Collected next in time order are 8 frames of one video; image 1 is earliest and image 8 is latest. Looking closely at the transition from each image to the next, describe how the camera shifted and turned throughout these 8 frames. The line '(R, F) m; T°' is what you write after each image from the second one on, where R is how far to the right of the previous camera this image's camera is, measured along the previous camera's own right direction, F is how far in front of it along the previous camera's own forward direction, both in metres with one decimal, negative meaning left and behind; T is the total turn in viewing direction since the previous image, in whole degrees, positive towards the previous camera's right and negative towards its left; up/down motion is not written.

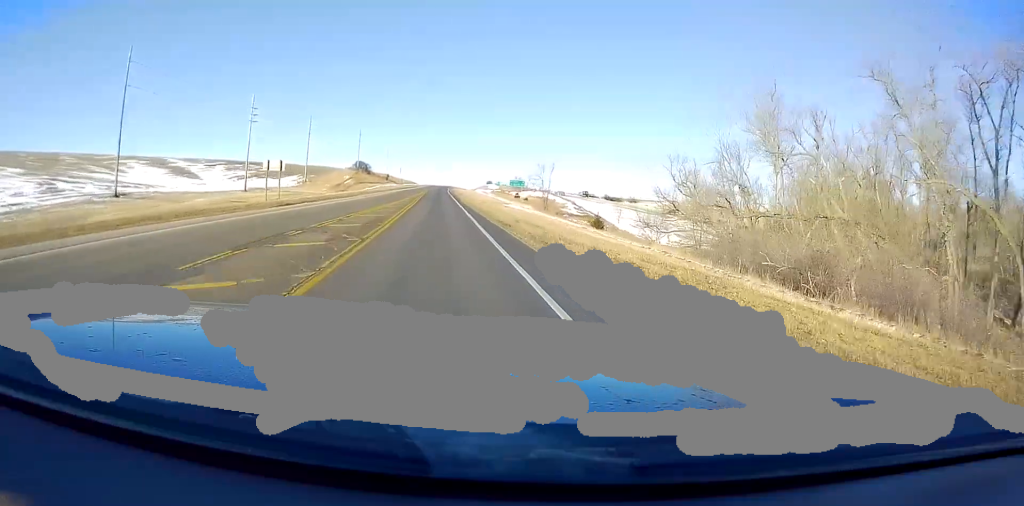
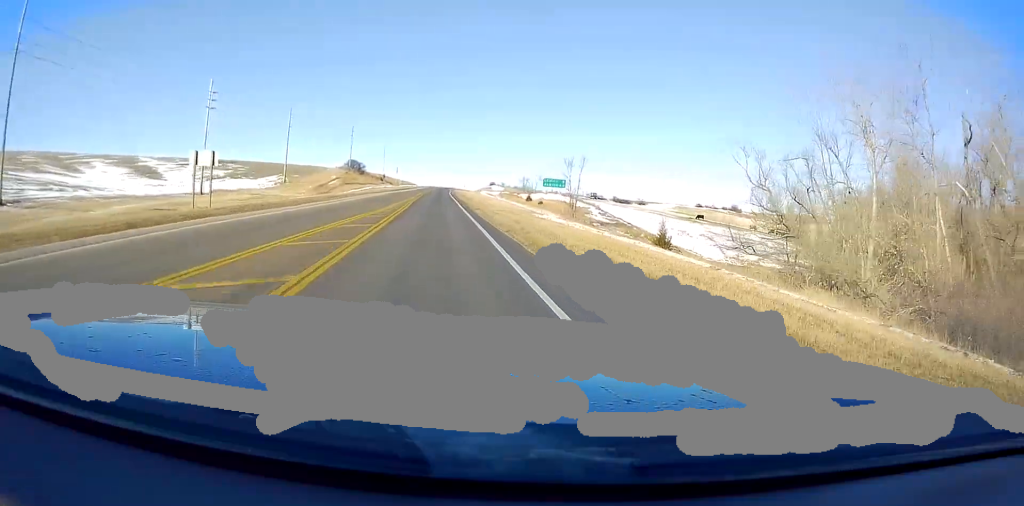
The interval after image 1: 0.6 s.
(-0.3, +18.9) m; -1°
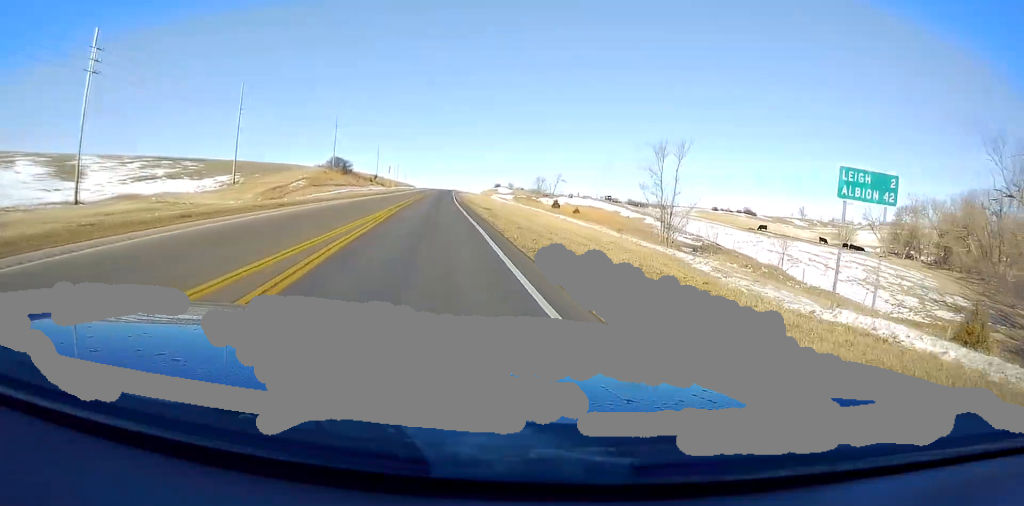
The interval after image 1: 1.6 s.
(-0.1, +30.2) m; 0°
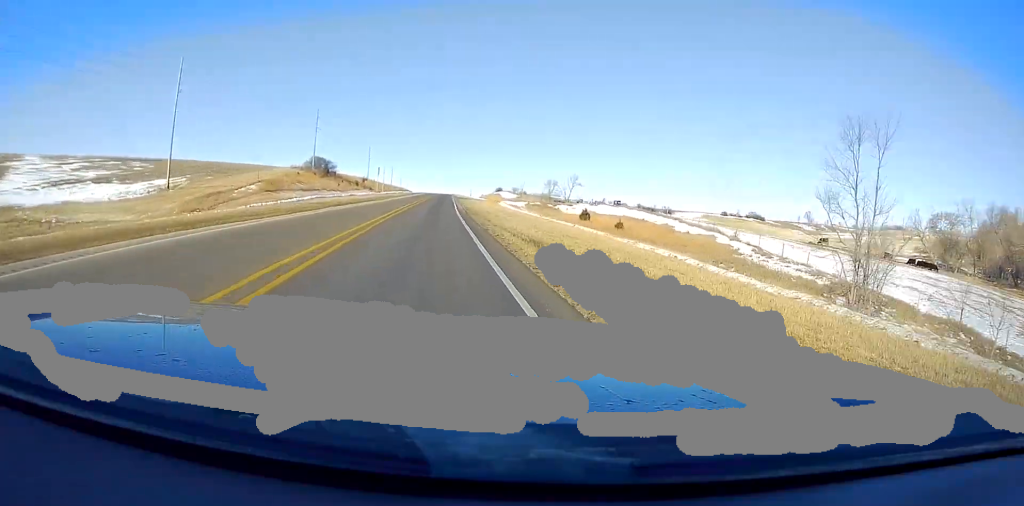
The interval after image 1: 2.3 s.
(0.0, +22.1) m; 0°
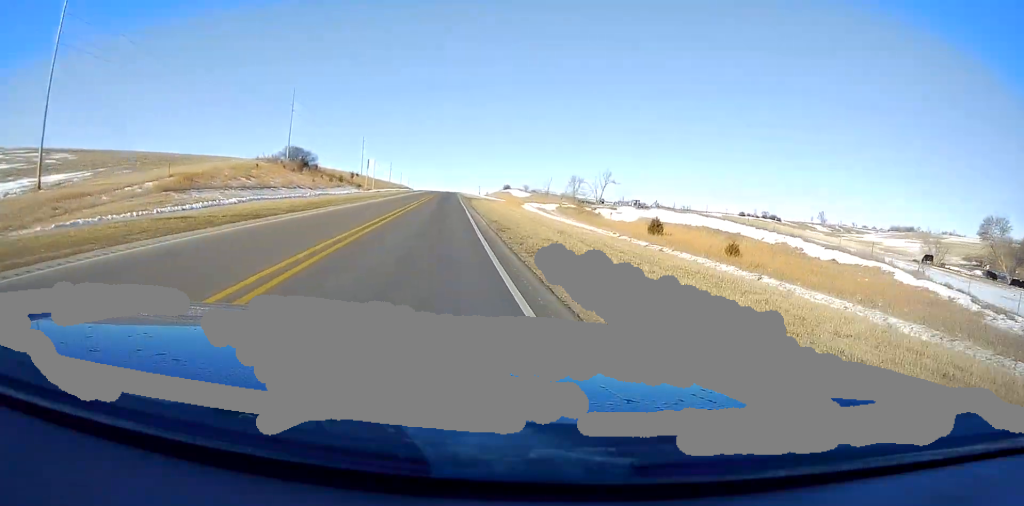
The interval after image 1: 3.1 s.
(0.0, +25.6) m; 0°
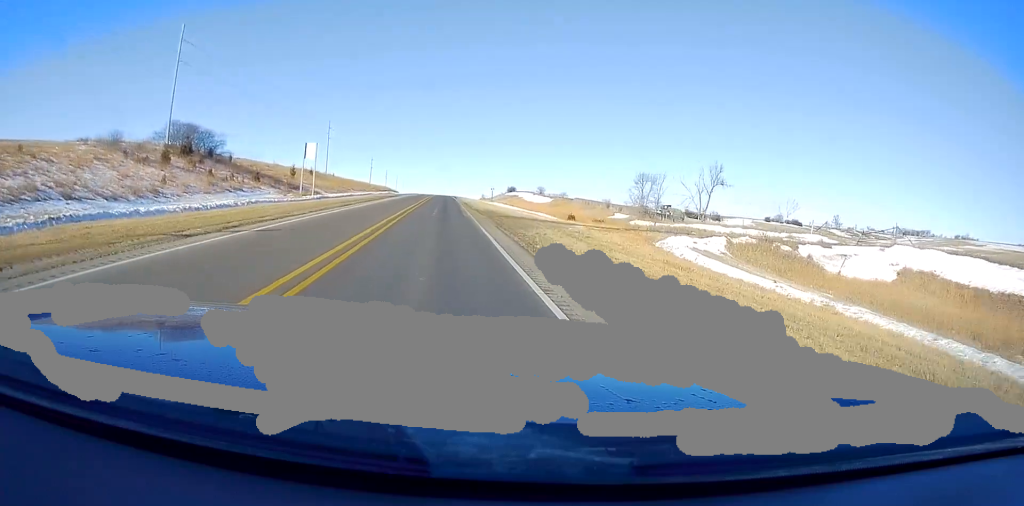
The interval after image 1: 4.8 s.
(0.0, +48.7) m; +1°
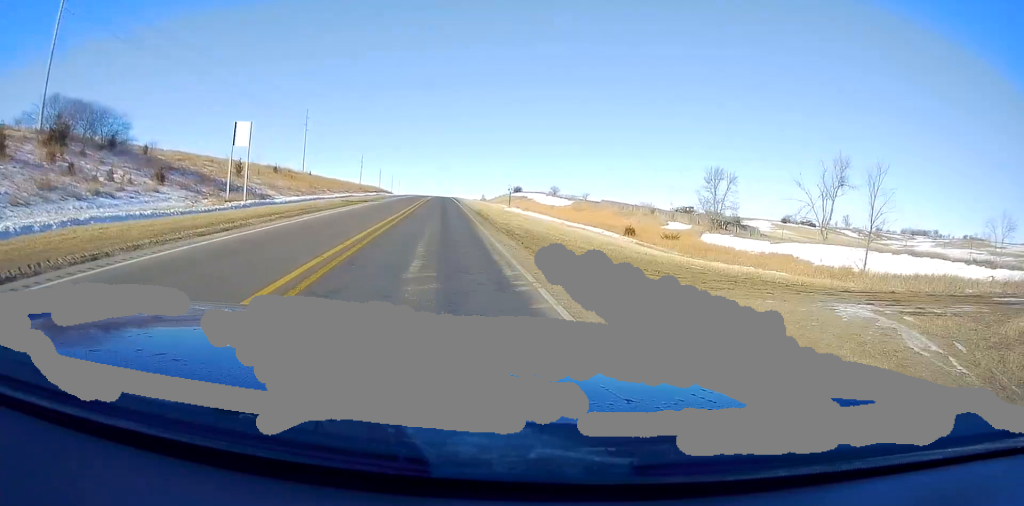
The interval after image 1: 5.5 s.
(+0.4, +23.3) m; 0°
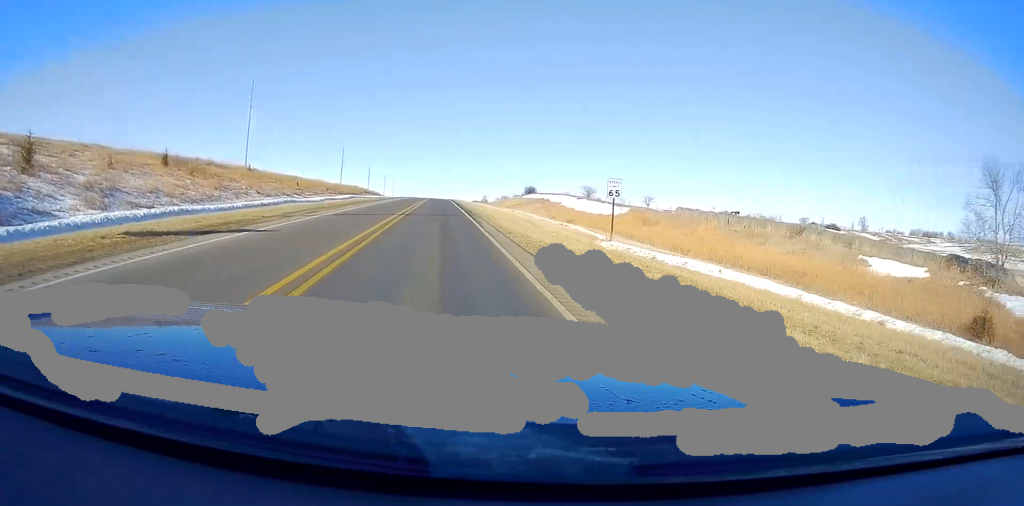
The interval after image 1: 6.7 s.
(-0.3, +36.3) m; -1°
